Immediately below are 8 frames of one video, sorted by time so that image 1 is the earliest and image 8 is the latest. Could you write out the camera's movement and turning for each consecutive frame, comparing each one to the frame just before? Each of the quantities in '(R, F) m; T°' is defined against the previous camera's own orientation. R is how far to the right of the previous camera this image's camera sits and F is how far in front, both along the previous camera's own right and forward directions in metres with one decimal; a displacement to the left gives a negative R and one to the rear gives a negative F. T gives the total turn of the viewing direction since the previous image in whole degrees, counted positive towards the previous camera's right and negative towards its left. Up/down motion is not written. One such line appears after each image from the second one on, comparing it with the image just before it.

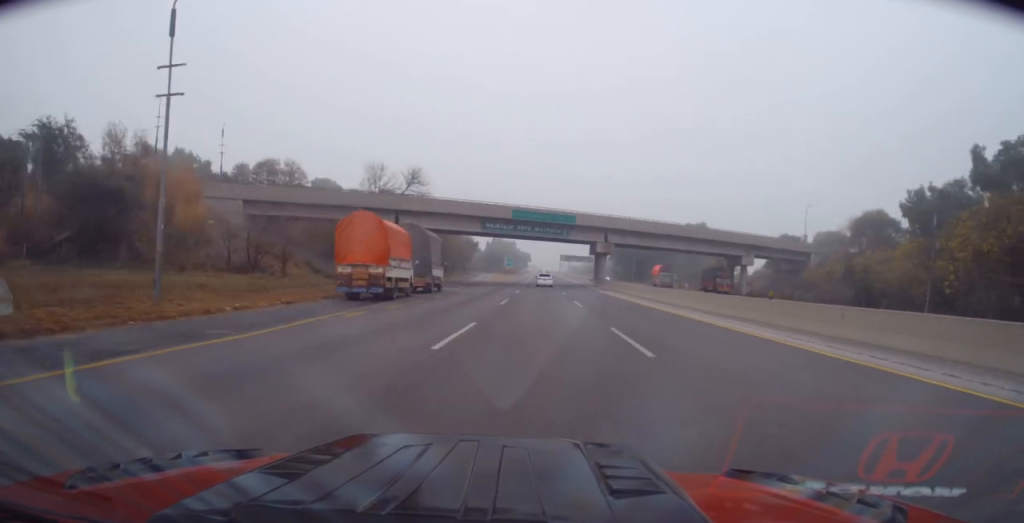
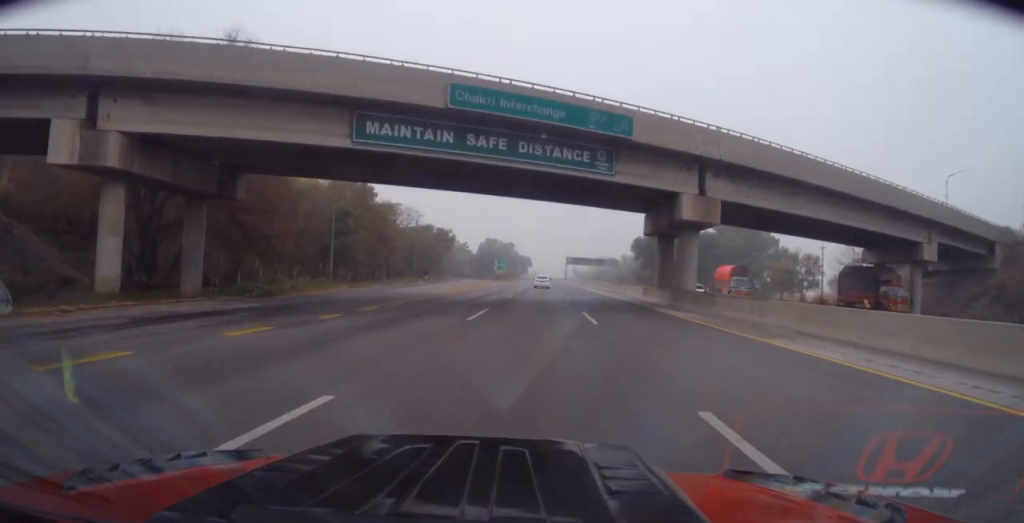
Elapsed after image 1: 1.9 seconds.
(0.0, +46.3) m; +1°
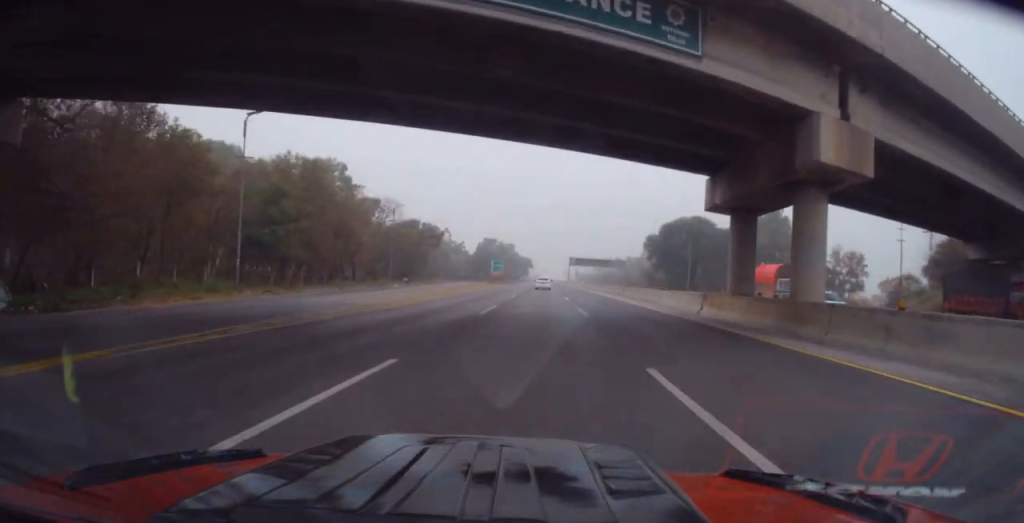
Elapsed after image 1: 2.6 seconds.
(-0.1, +15.0) m; +1°
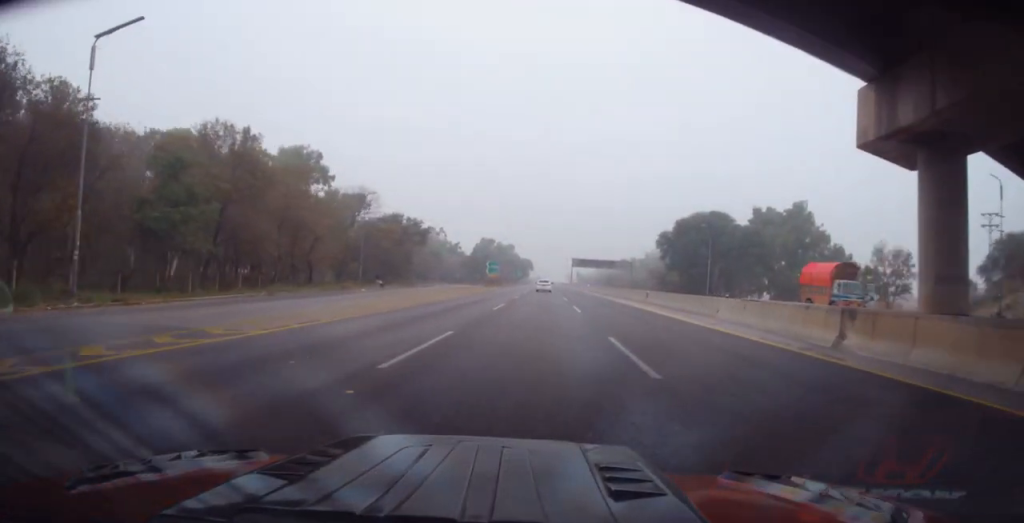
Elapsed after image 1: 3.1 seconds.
(+0.3, +12.5) m; 0°
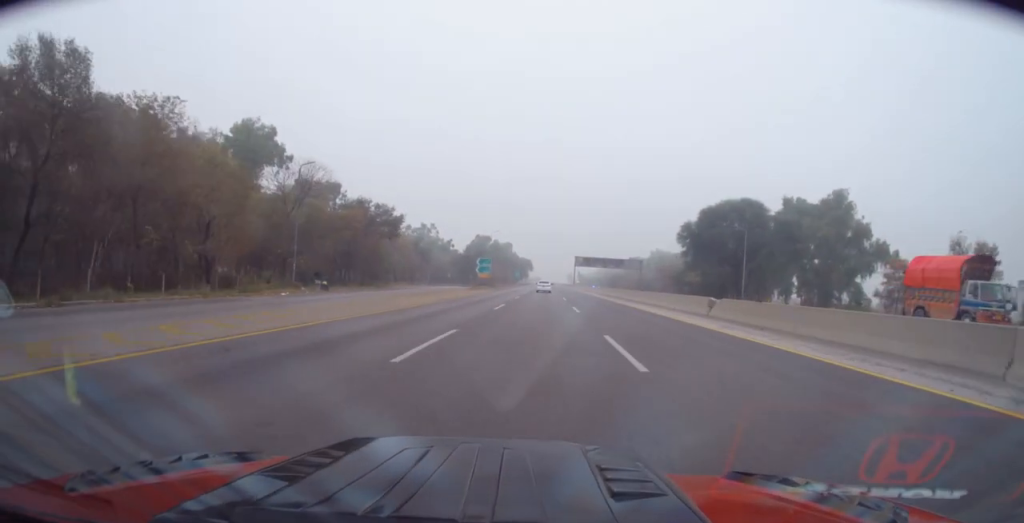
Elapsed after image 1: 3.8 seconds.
(-0.1, +17.1) m; -1°
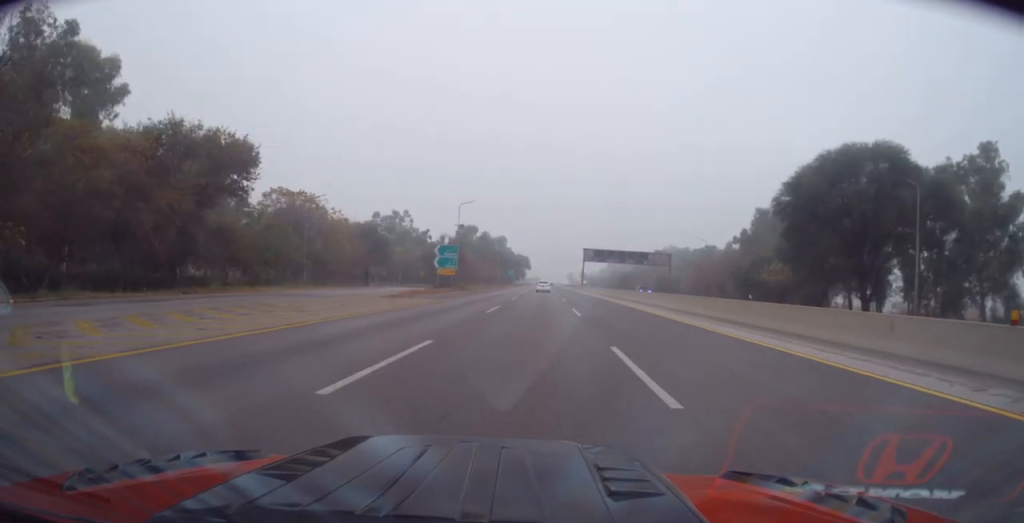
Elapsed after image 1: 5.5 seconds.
(-0.3, +38.5) m; 0°
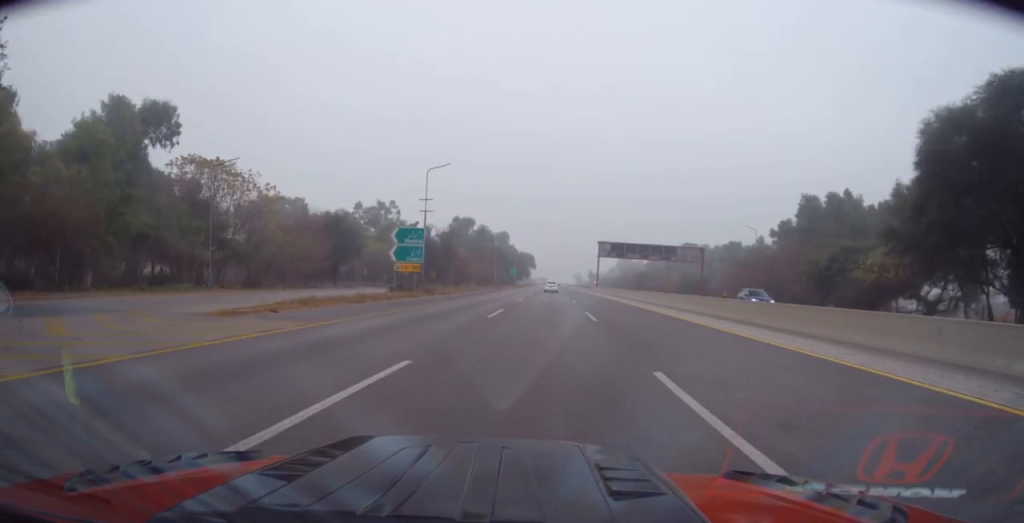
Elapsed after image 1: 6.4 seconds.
(+0.1, +21.2) m; -1°
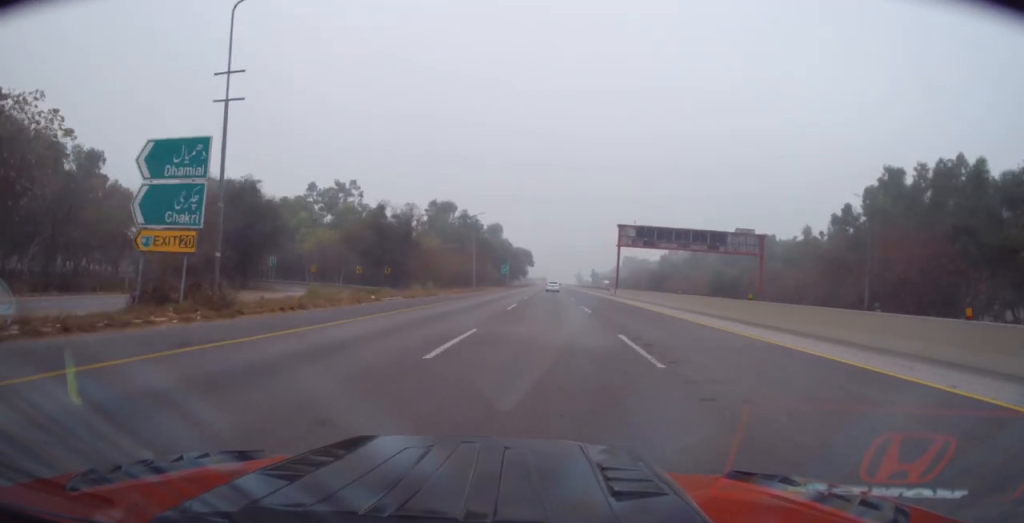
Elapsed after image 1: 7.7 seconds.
(-0.6, +29.1) m; -1°
